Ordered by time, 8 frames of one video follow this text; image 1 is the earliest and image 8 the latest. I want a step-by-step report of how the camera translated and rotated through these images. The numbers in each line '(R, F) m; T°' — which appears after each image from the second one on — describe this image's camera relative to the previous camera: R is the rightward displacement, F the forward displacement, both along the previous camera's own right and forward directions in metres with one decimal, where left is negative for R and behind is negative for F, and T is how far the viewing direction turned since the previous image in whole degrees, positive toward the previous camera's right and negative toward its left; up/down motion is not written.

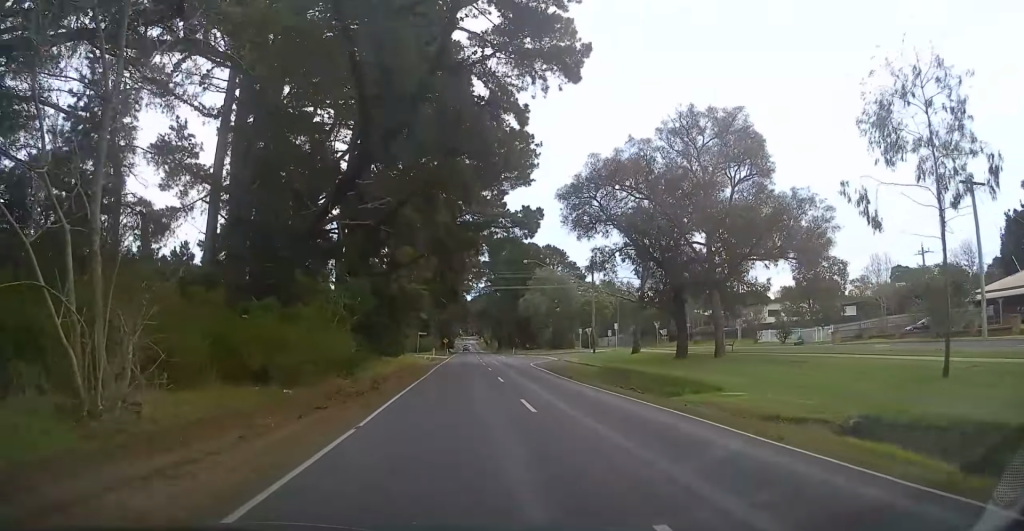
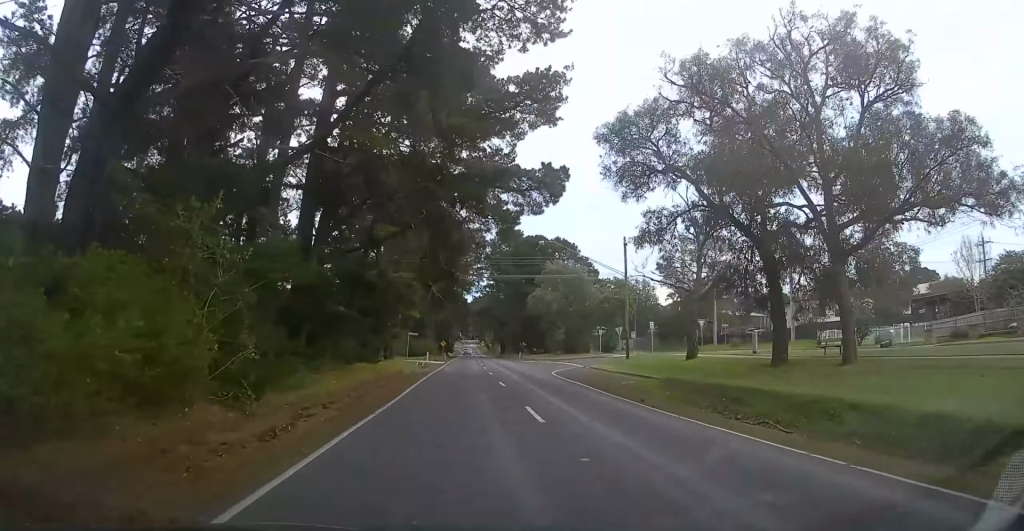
(+0.1, +12.6) m; 0°
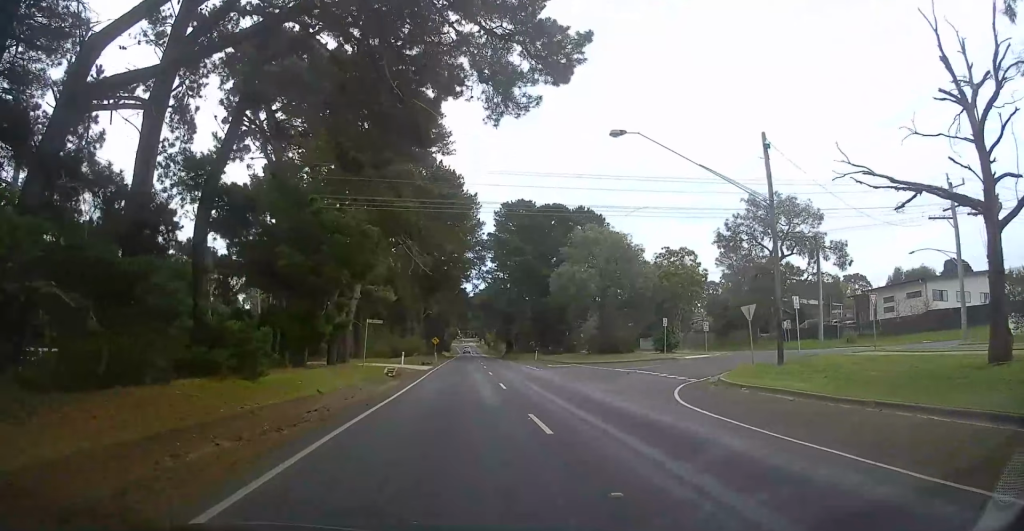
(-0.2, +23.8) m; -1°
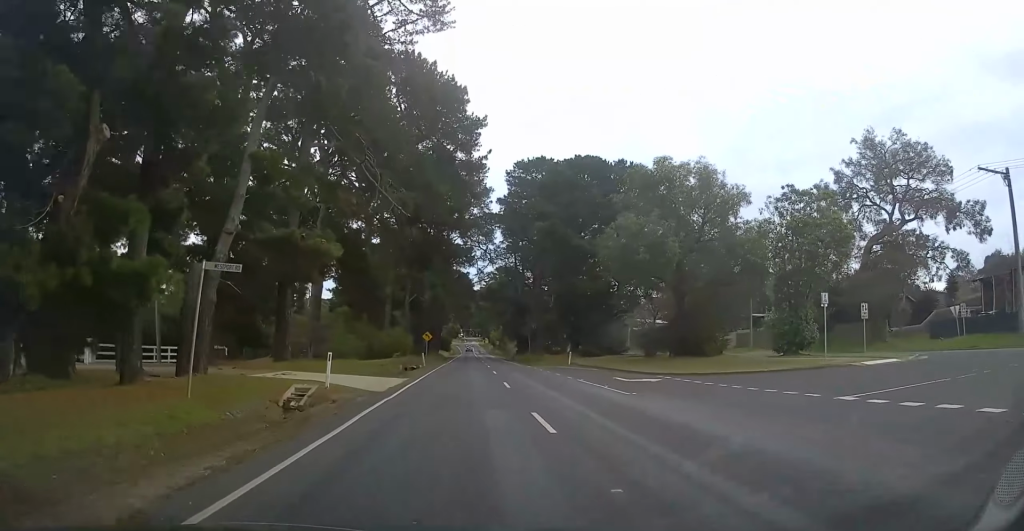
(+0.1, +22.5) m; +1°
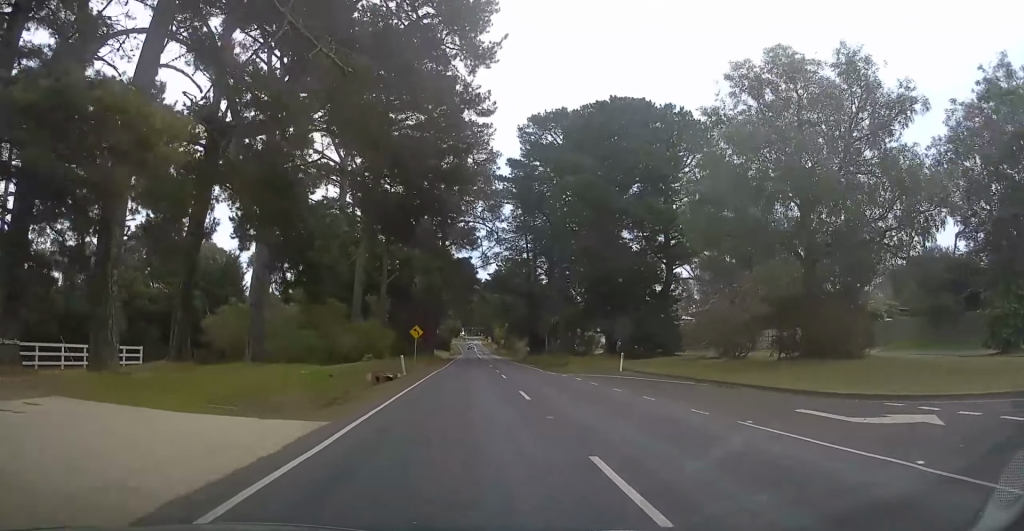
(0.0, +16.1) m; -1°
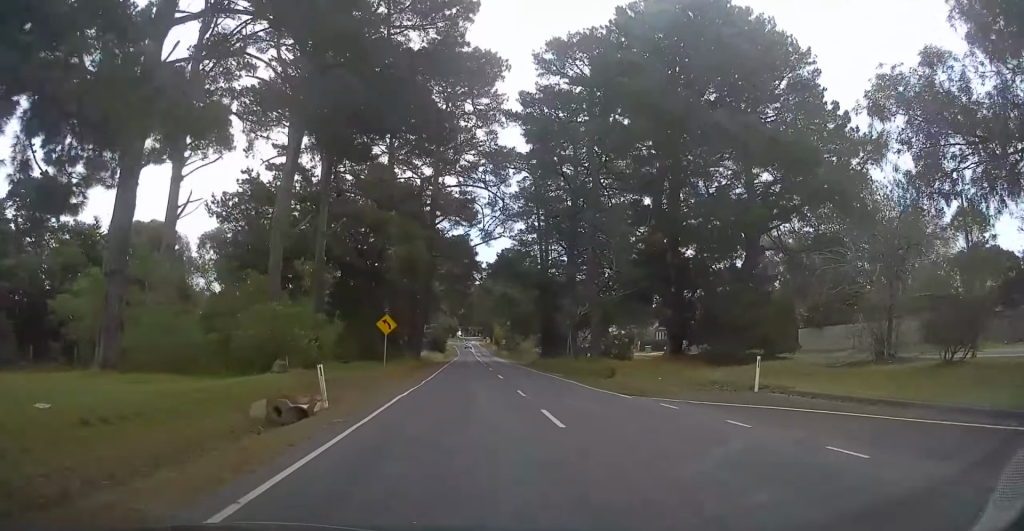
(-0.2, +16.4) m; 0°
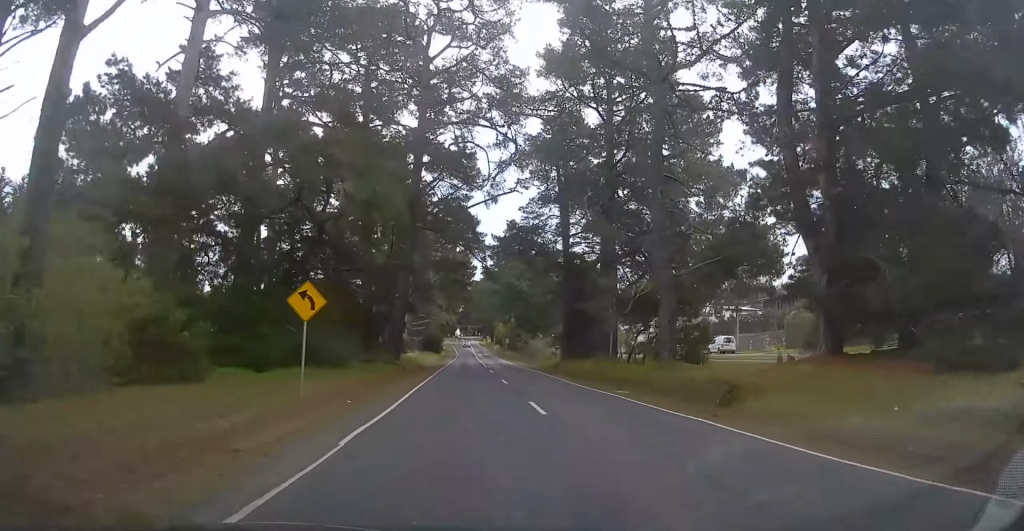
(+0.2, +15.5) m; 0°
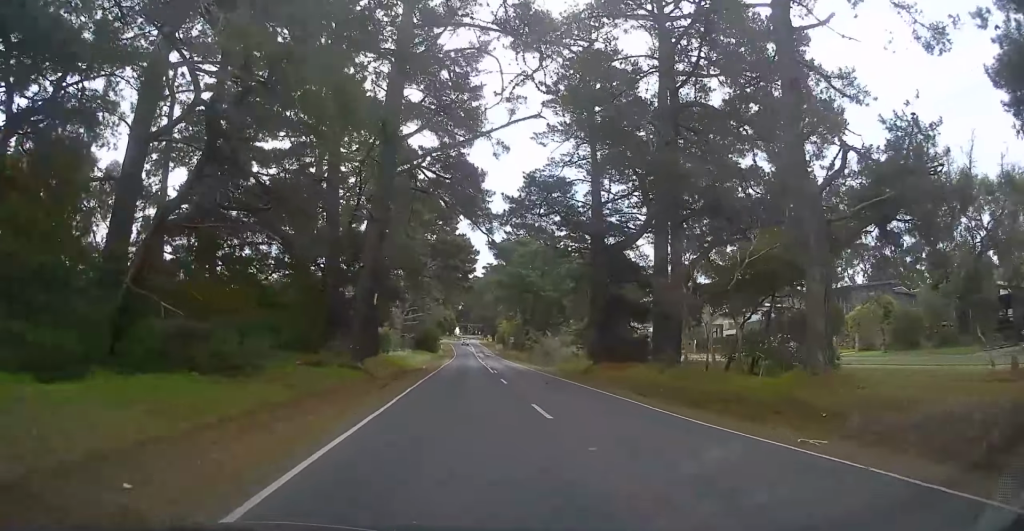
(-0.2, +12.9) m; 0°
